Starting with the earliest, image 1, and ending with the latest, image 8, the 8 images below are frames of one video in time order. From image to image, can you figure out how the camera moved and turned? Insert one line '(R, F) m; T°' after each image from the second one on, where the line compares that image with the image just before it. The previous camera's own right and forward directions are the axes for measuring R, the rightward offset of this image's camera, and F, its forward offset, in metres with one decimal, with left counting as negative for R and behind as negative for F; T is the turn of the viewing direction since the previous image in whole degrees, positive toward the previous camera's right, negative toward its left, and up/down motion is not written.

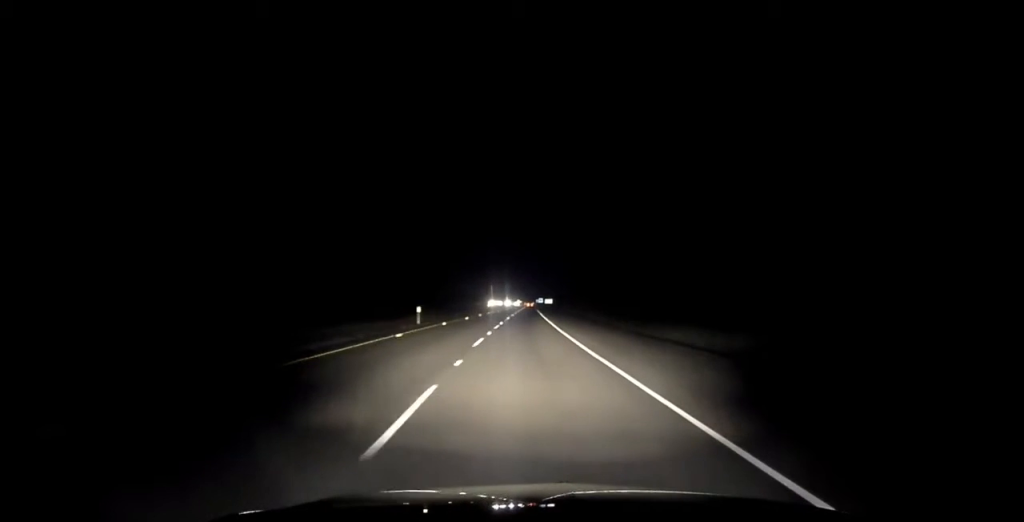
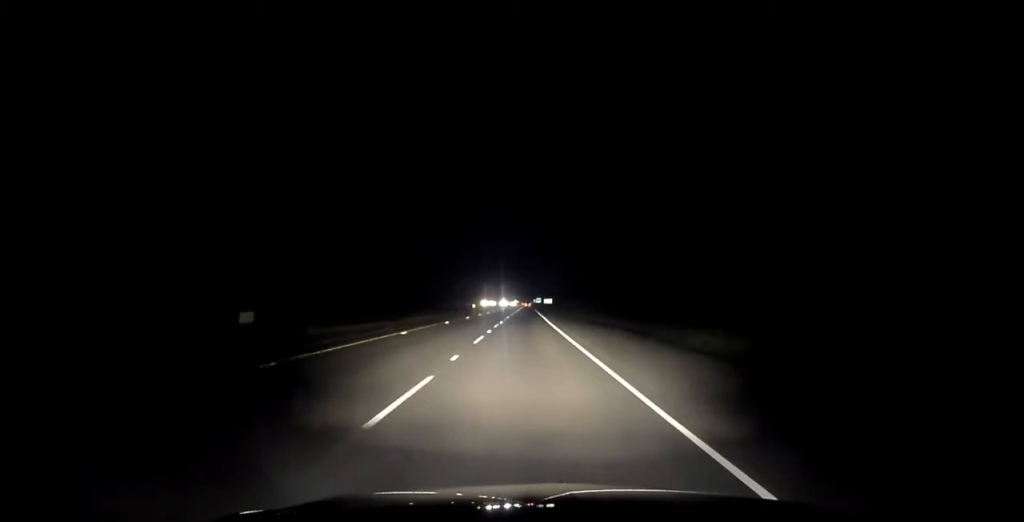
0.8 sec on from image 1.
(+0.1, +27.5) m; 0°
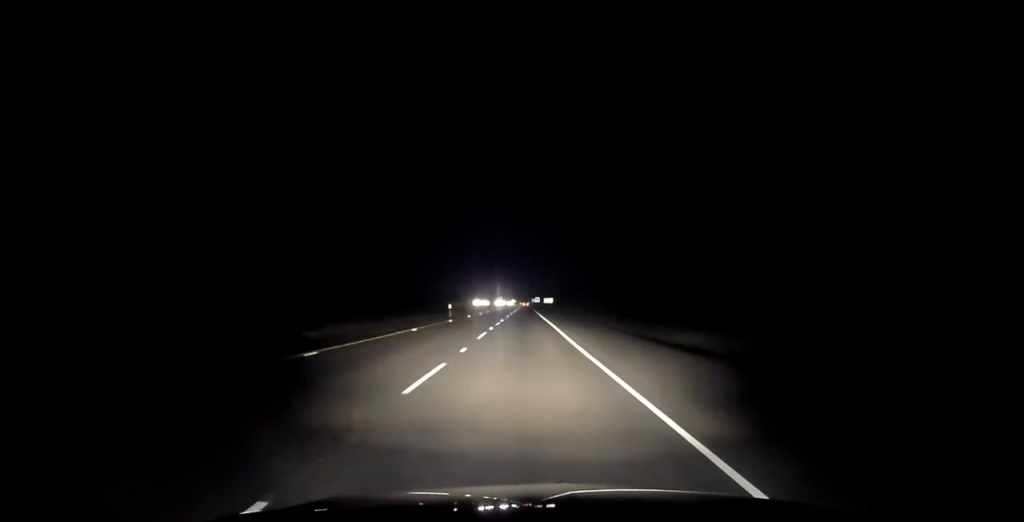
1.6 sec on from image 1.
(-0.2, +26.1) m; -1°
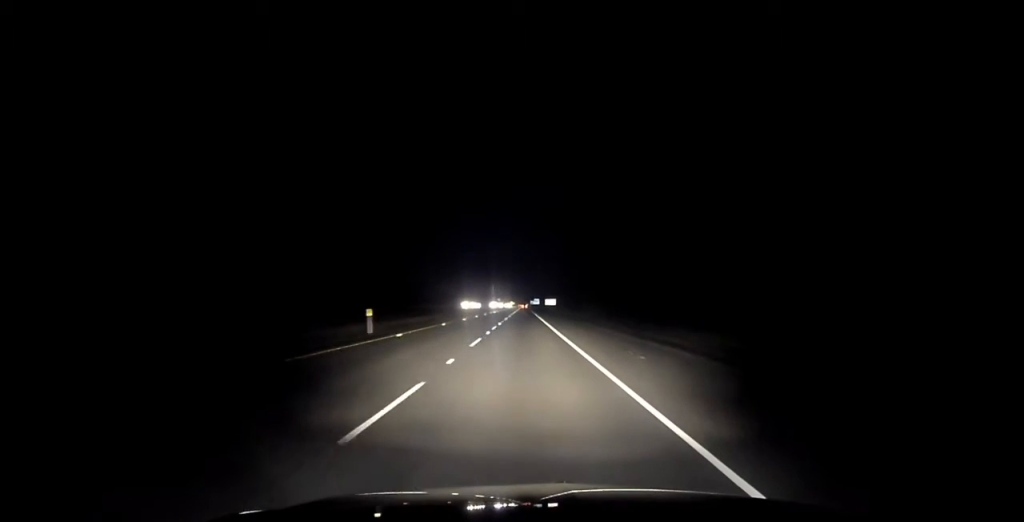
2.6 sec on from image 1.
(-0.2, +33.0) m; 0°
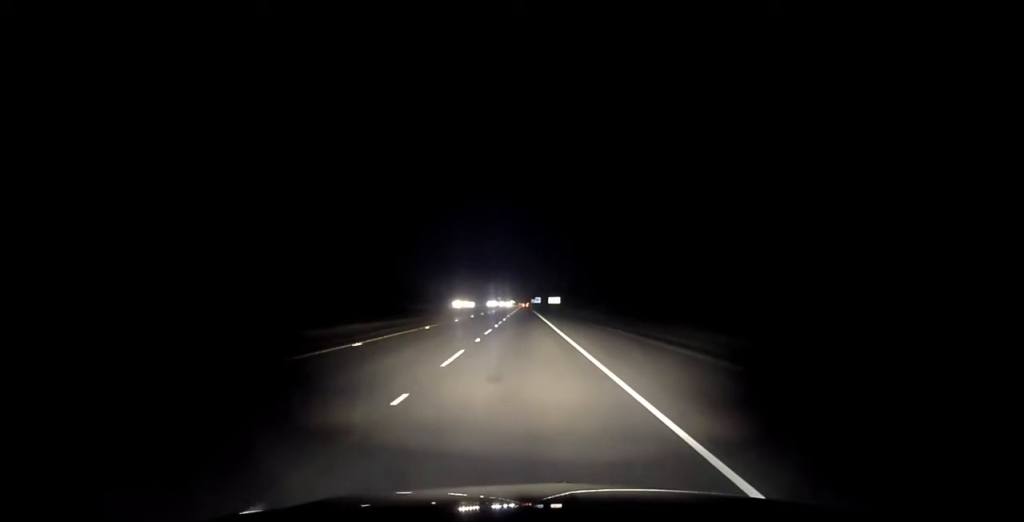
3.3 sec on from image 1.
(+0.3, +21.9) m; +1°
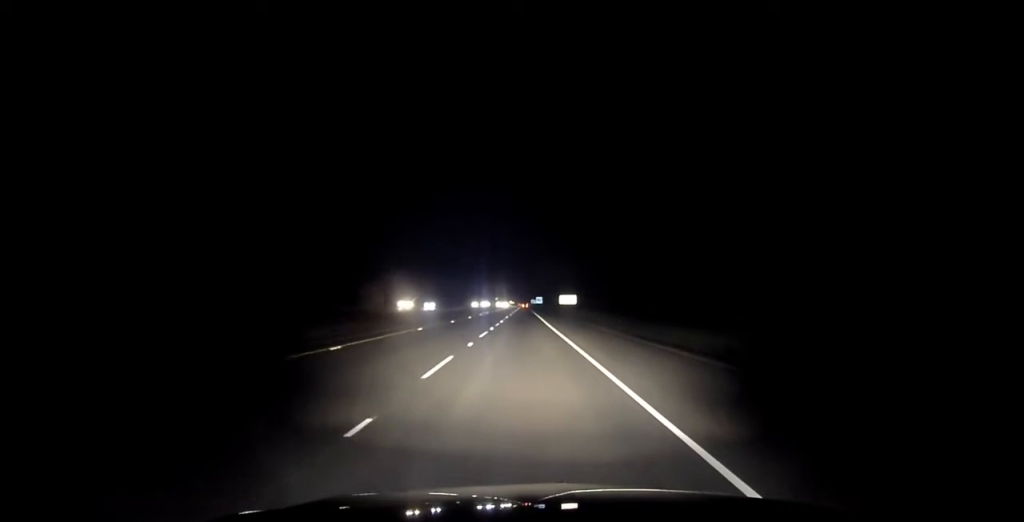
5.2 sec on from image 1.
(0.0, +61.7) m; 0°
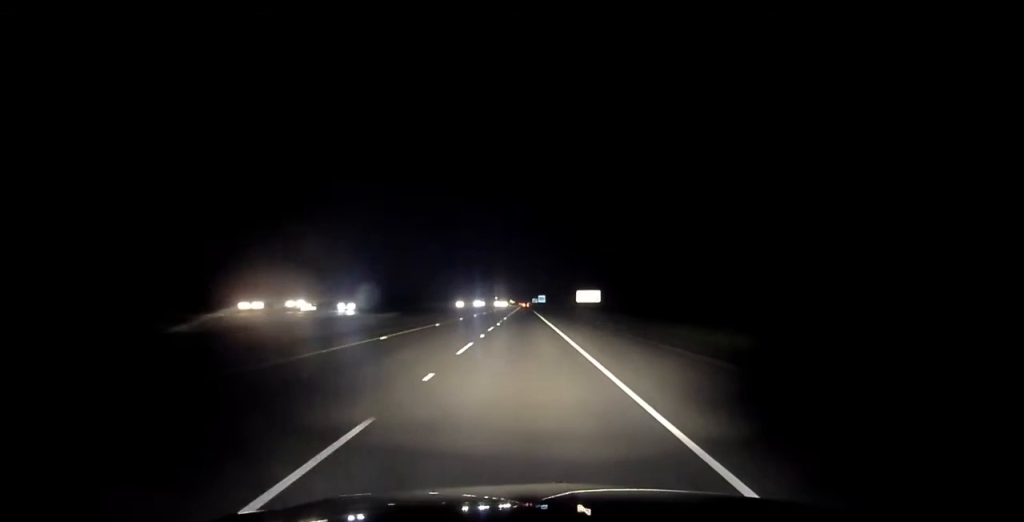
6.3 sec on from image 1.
(0.0, +38.3) m; 0°
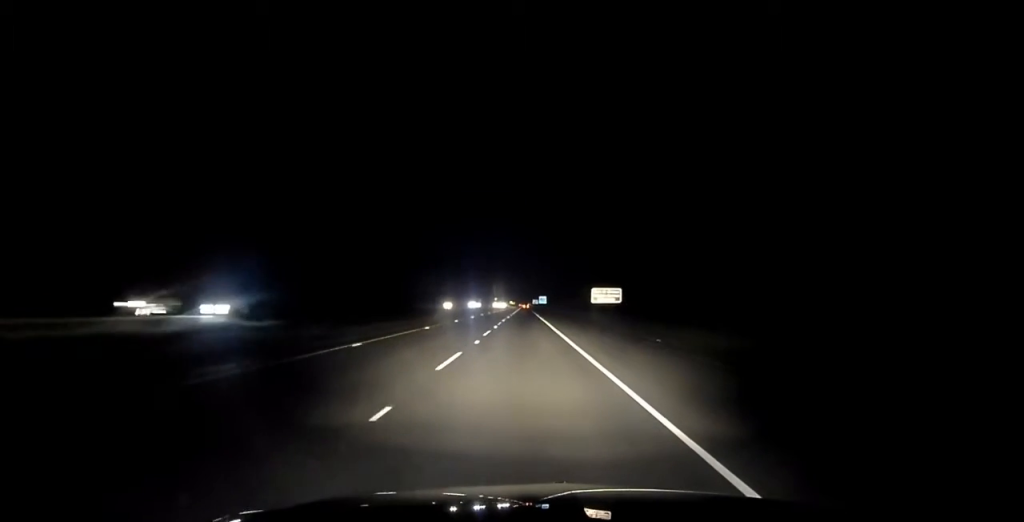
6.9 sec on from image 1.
(0.0, +19.1) m; 0°
